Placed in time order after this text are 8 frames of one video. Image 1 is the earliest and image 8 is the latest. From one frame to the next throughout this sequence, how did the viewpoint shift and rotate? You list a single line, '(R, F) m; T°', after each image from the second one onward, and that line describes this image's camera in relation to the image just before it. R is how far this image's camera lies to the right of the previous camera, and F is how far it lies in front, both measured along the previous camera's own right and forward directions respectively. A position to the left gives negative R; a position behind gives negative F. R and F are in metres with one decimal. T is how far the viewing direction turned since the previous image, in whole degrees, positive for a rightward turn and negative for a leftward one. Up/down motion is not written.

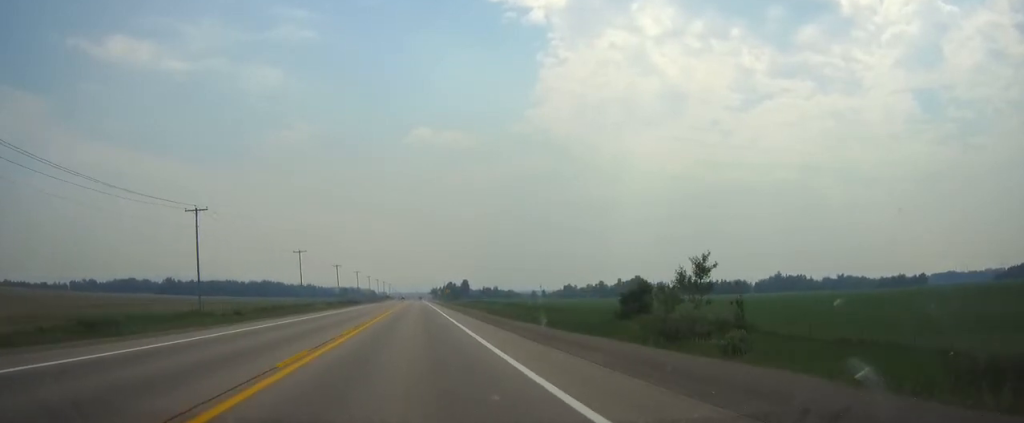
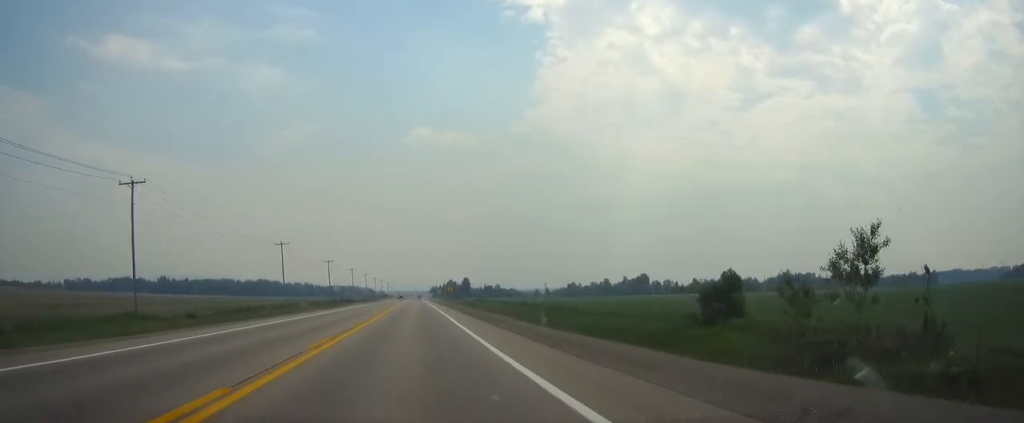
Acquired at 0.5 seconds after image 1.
(0.0, +15.3) m; 0°
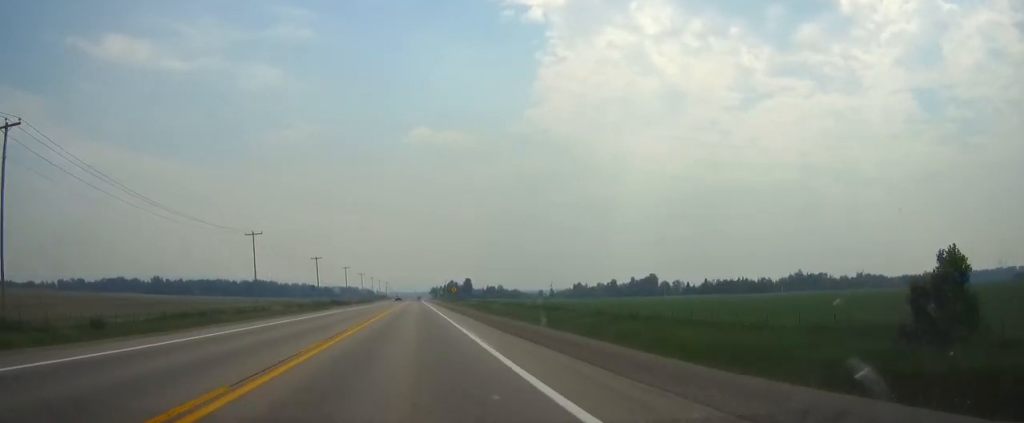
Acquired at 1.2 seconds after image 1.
(0.0, +18.2) m; 0°
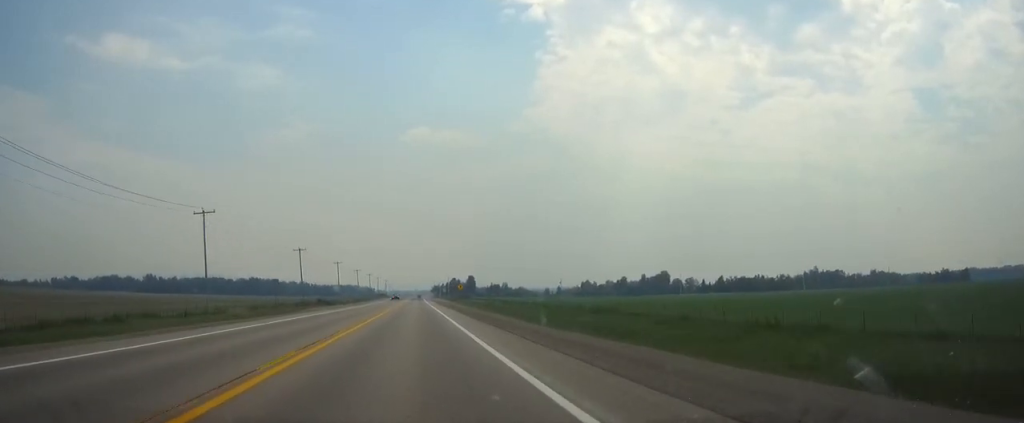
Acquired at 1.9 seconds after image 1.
(0.0, +21.0) m; 0°
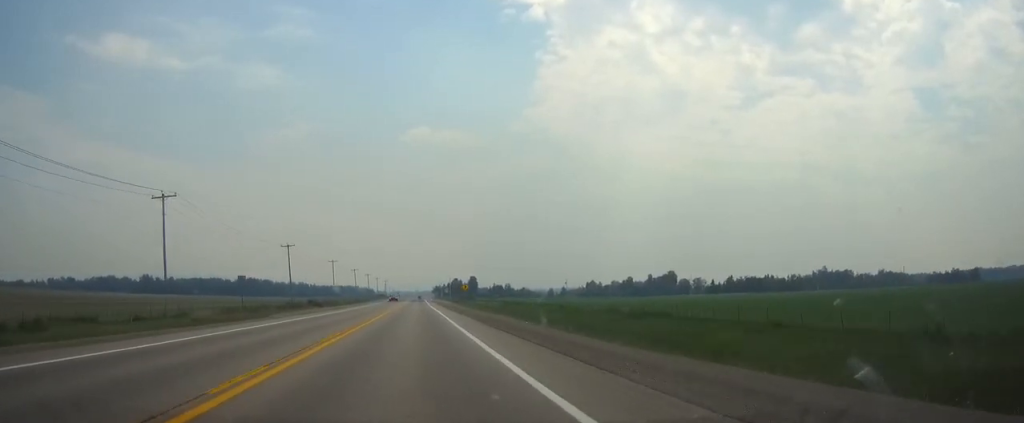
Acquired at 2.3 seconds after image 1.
(0.0, +11.4) m; 0°
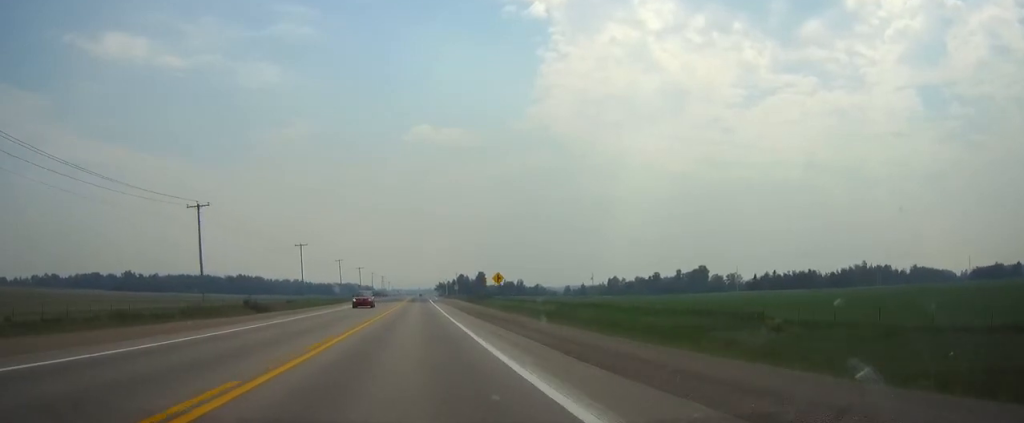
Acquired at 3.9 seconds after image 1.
(0.0, +46.7) m; 0°
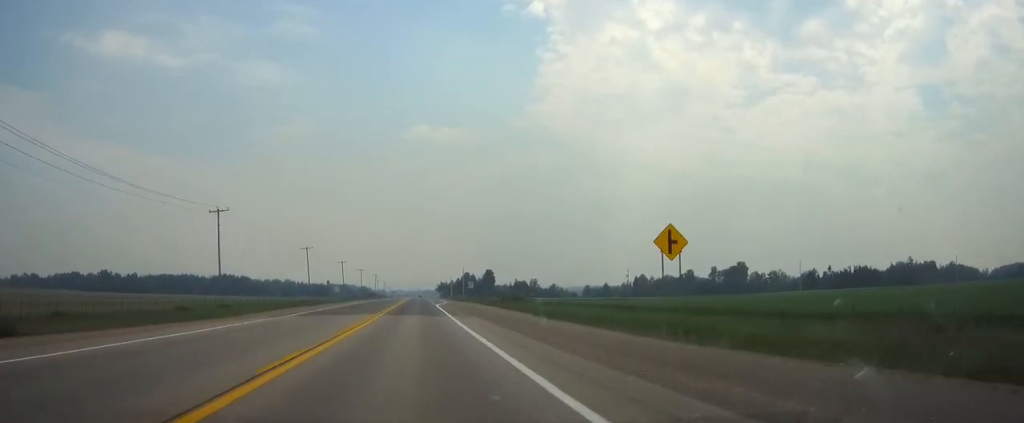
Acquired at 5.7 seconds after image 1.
(0.0, +49.8) m; 0°
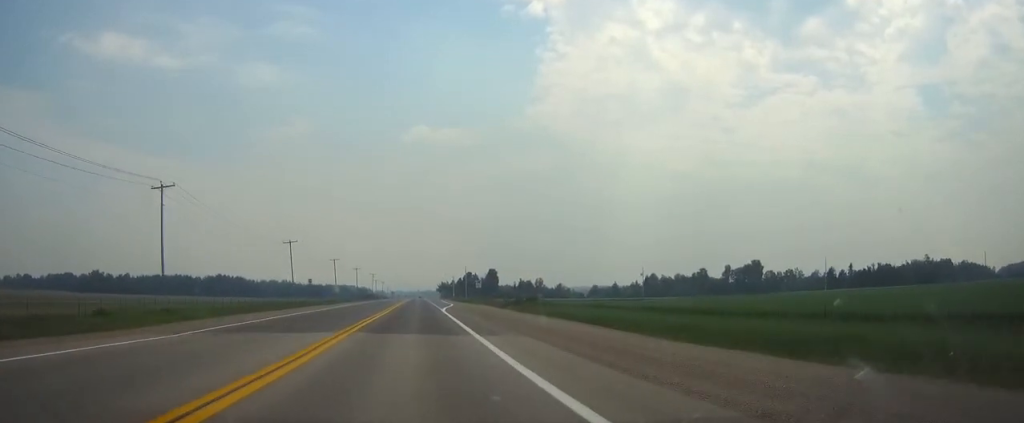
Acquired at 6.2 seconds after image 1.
(0.0, +16.3) m; 0°
